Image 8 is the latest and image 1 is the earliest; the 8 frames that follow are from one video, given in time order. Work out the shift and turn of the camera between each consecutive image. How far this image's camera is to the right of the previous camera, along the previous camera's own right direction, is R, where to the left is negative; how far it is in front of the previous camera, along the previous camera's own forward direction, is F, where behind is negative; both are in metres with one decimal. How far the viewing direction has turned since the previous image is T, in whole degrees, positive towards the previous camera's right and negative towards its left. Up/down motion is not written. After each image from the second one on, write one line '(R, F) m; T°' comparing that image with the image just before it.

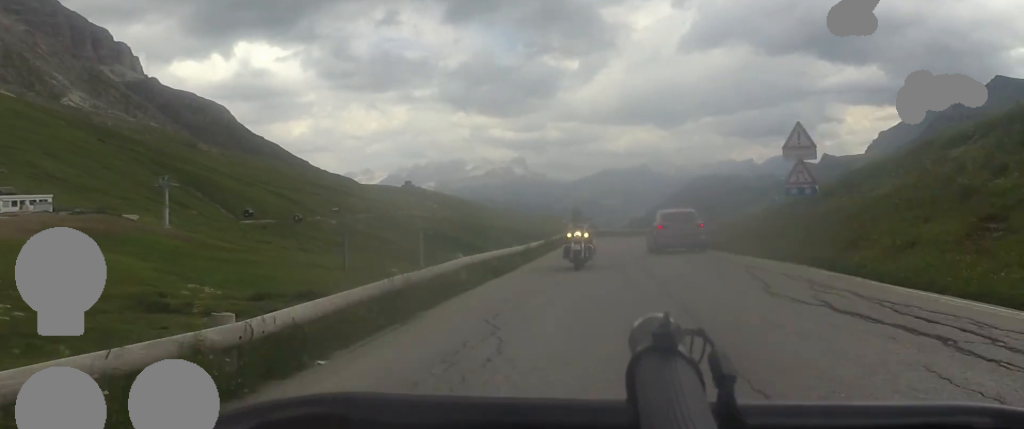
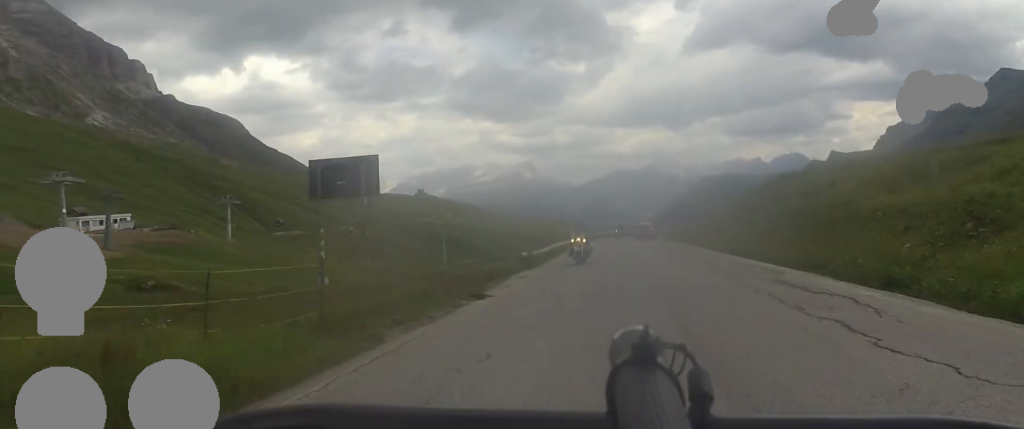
(-1.0, +21.5) m; -6°
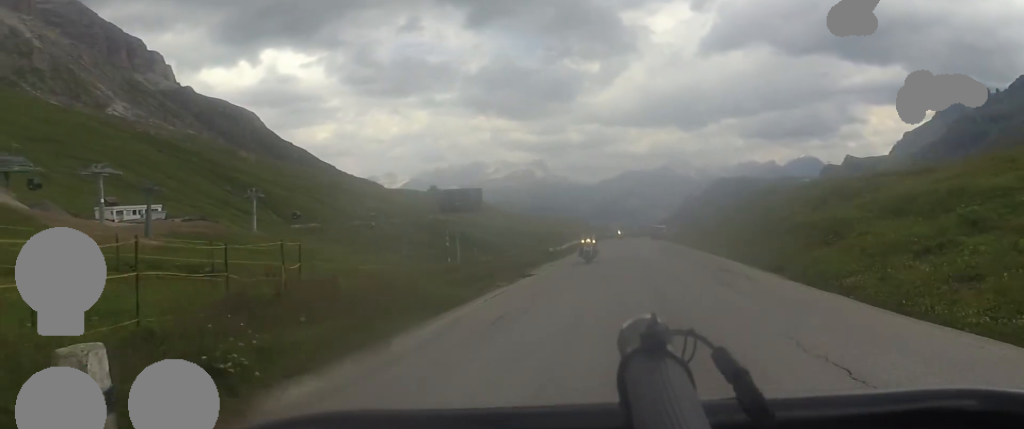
(-0.2, +6.3) m; +4°
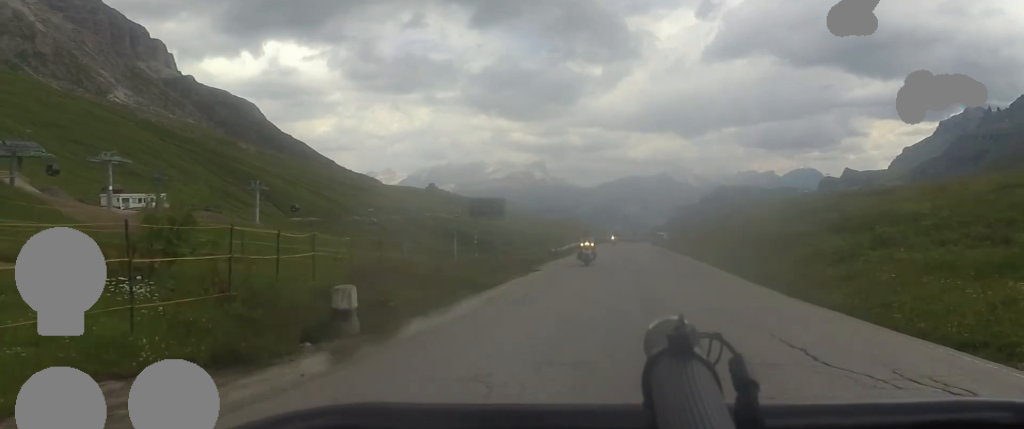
(+0.4, +3.5) m; +4°
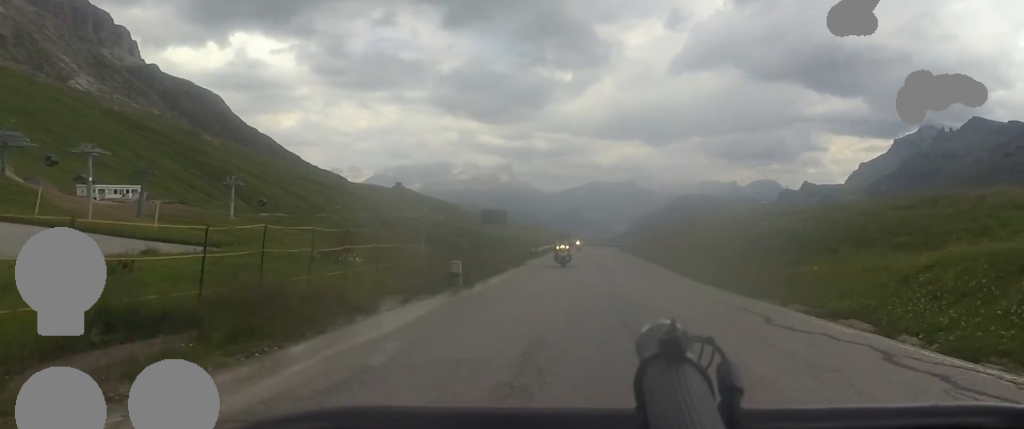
(+0.5, +7.0) m; +6°
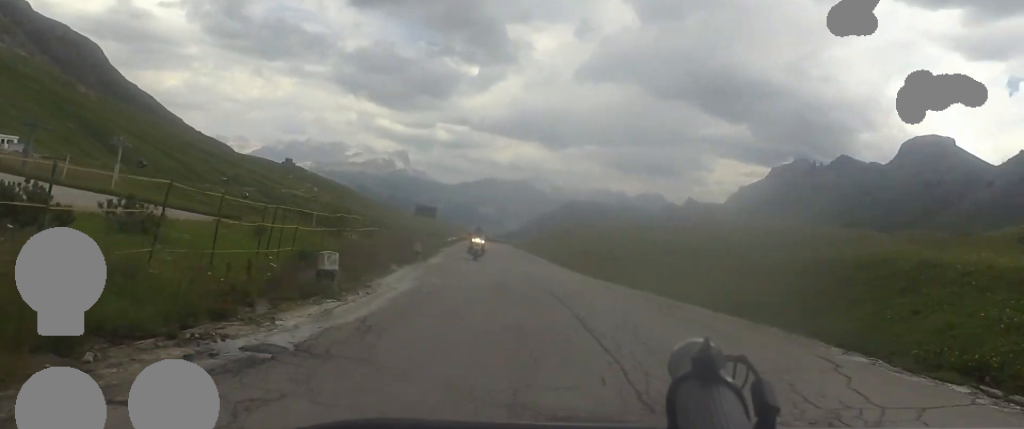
(+0.2, +7.3) m; +8°
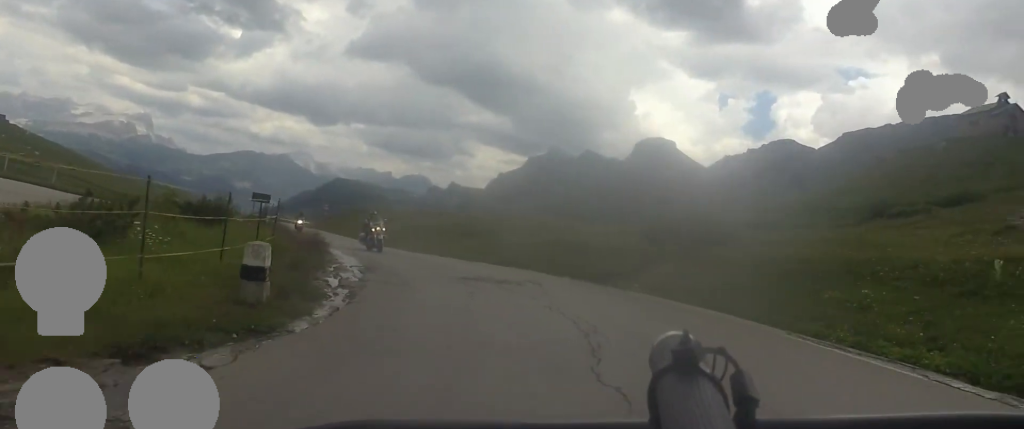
(+2.1, +10.5) m; +20°
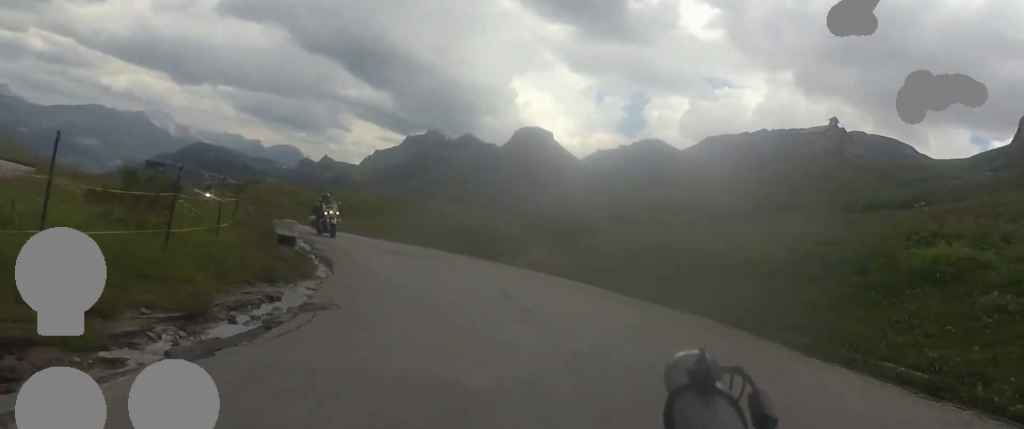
(-0.1, +4.4) m; +10°
